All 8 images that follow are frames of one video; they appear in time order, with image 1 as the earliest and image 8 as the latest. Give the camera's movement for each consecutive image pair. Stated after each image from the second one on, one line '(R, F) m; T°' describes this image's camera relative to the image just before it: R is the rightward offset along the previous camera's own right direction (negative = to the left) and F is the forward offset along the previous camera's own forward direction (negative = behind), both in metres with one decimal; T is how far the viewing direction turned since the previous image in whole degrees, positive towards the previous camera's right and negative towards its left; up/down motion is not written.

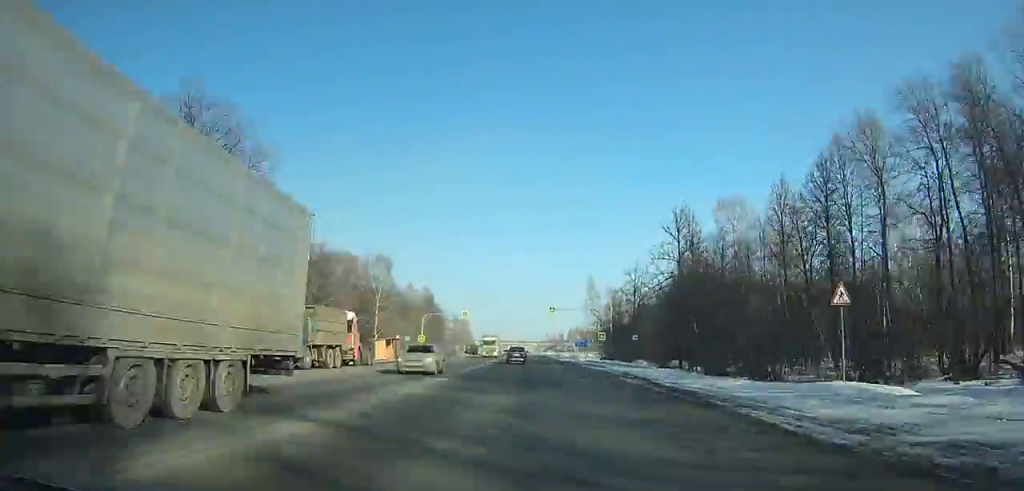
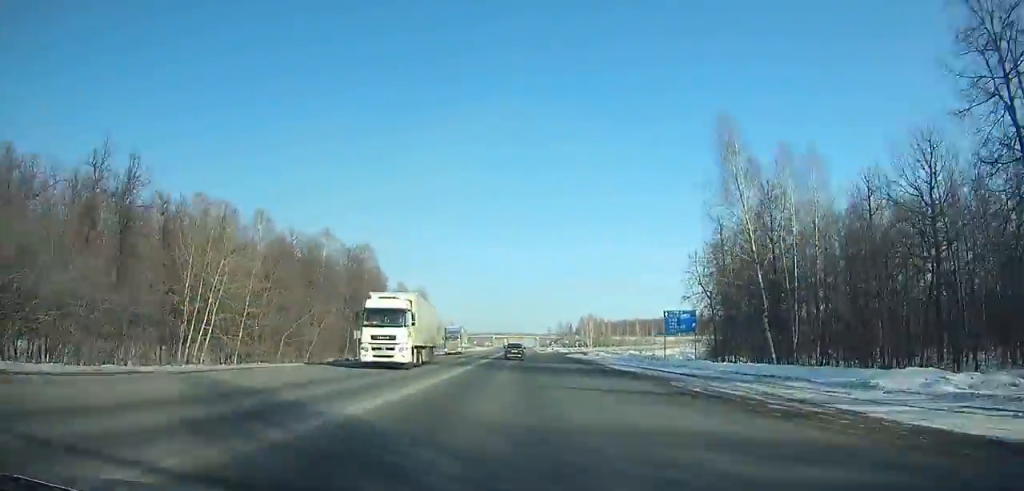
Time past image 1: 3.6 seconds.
(-0.1, +82.9) m; 0°
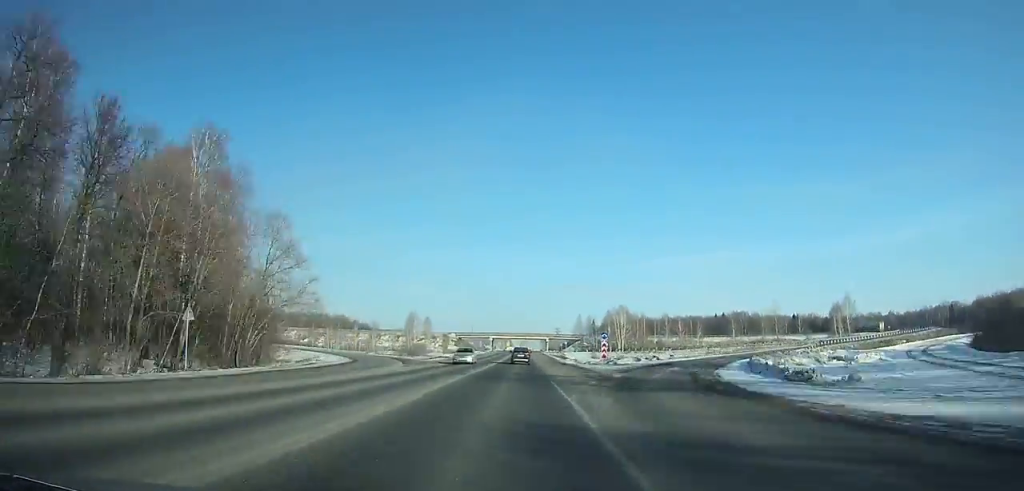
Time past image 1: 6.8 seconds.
(-0.1, +74.1) m; 0°
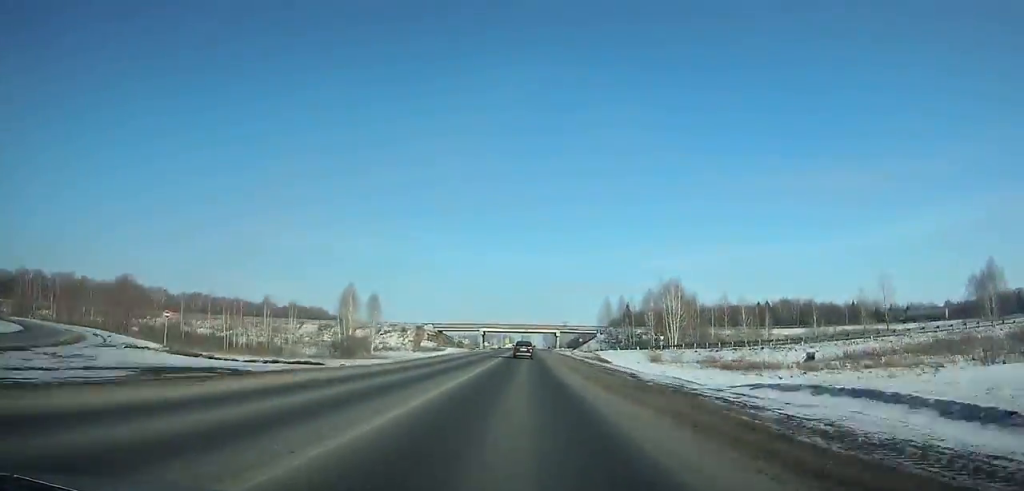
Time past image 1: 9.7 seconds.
(0.0, +66.7) m; 0°
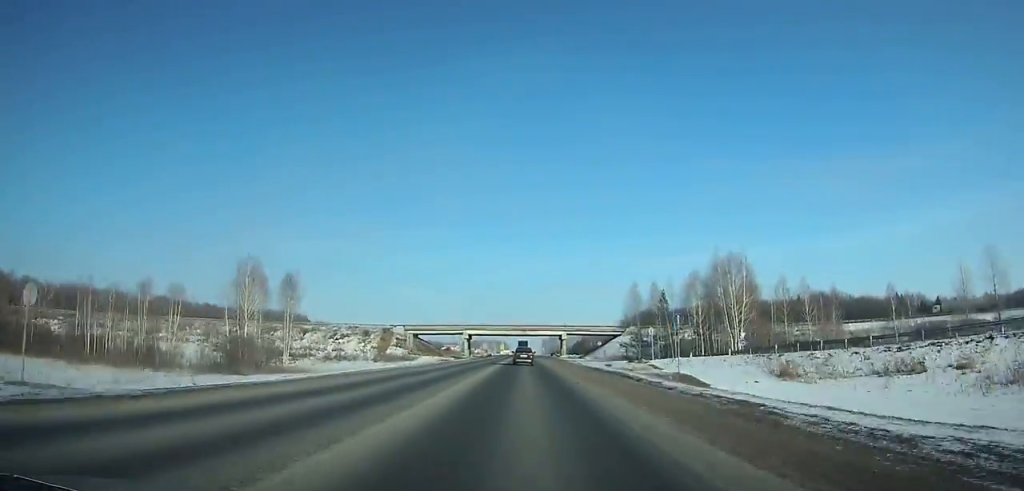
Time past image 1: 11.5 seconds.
(-0.1, +40.3) m; 0°
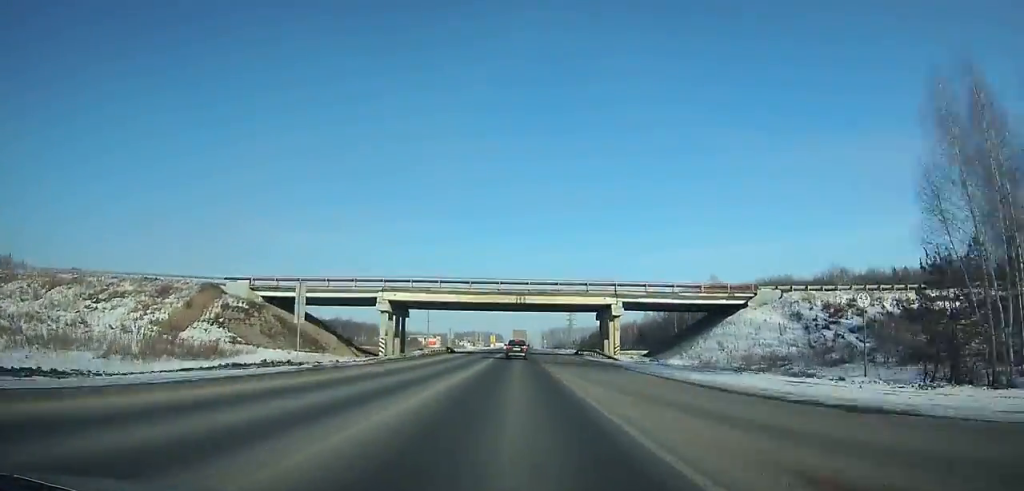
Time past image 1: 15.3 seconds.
(+0.1, +81.4) m; 0°
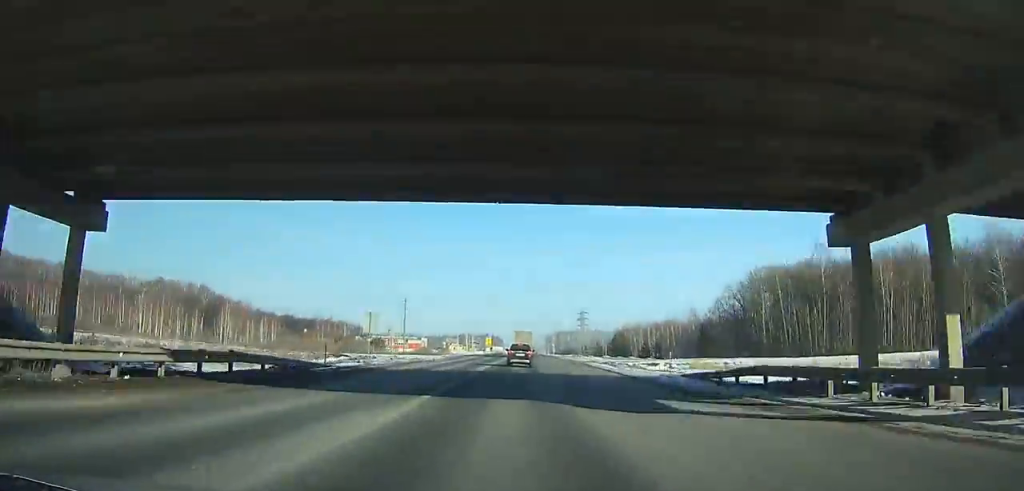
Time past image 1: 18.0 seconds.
(+0.2, +52.9) m; 0°
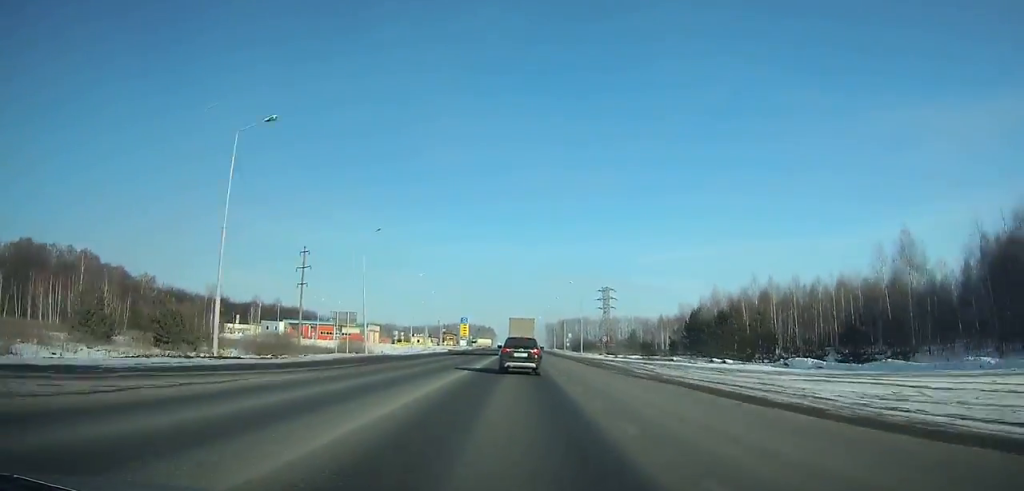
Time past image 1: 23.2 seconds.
(+0.4, +88.6) m; +1°
